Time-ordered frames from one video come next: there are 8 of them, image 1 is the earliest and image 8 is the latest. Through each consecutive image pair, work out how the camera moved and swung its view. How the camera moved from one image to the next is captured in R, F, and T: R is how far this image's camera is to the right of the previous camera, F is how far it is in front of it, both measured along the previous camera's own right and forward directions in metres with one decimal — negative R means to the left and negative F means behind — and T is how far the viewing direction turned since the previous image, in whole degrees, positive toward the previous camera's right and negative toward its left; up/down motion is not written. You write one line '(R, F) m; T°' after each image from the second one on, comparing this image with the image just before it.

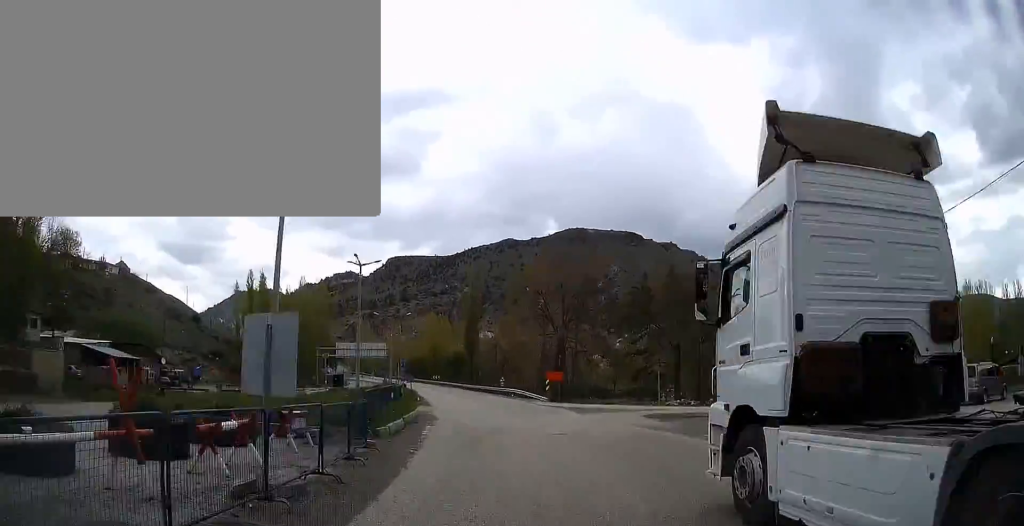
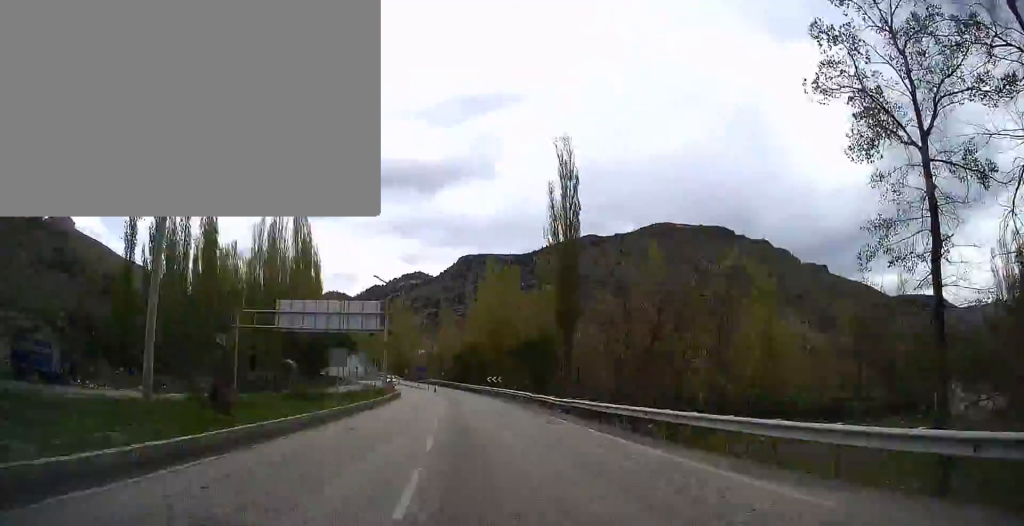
(-0.2, +65.3) m; -9°
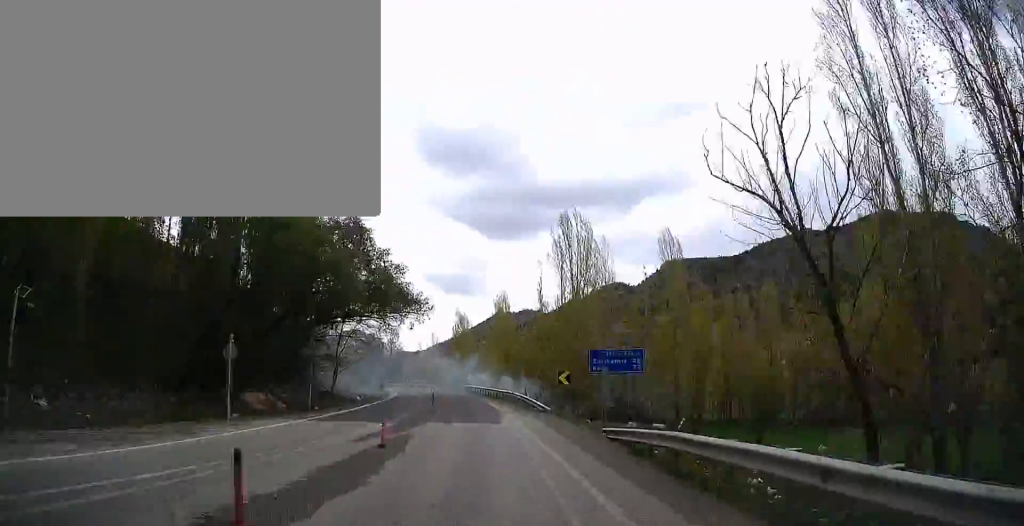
(-11.8, +91.4) m; -16°
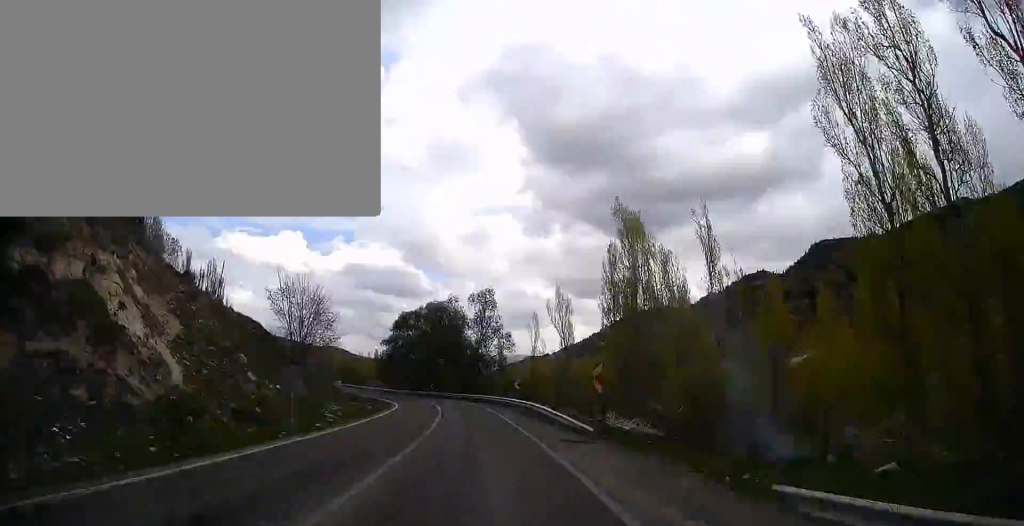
(-12.5, +86.8) m; -15°
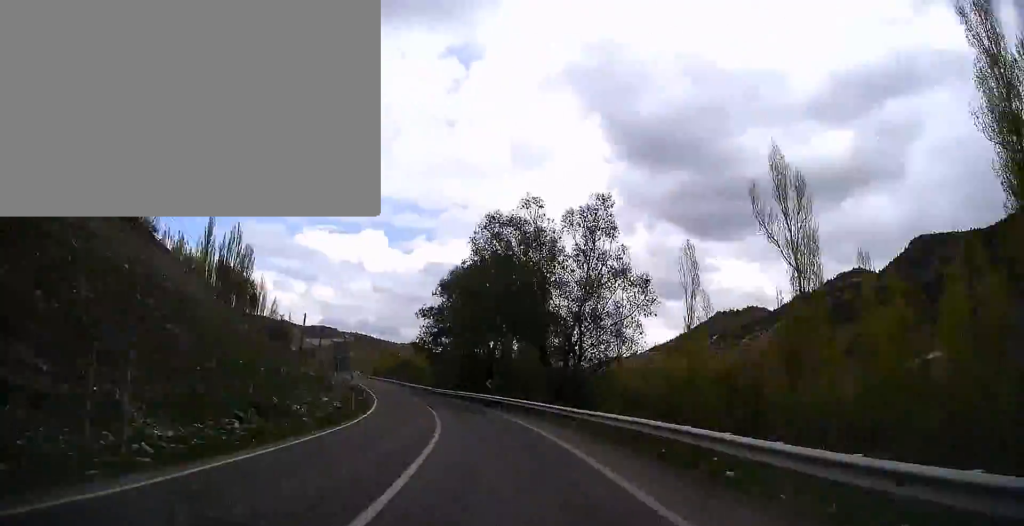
(-5.1, +48.4) m; -6°
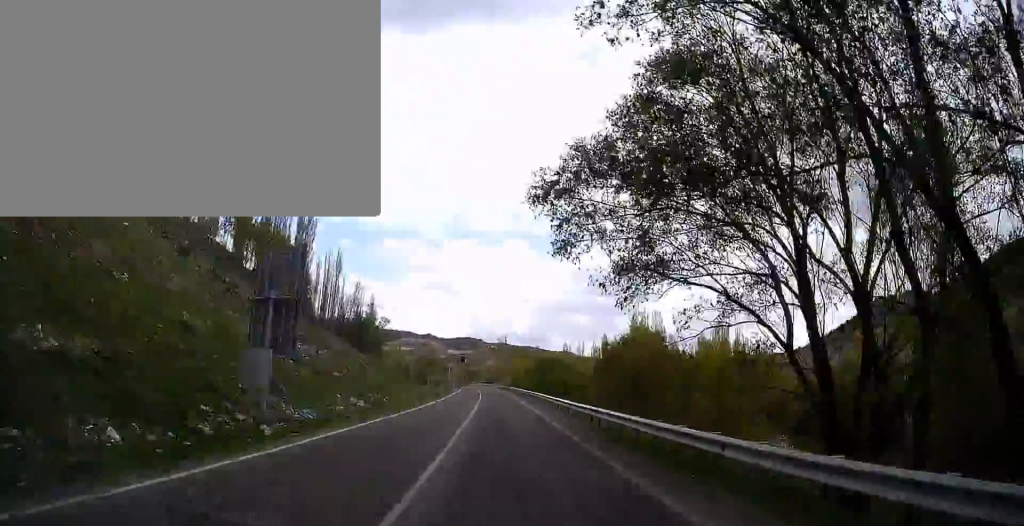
(-5.8, +67.7) m; -7°
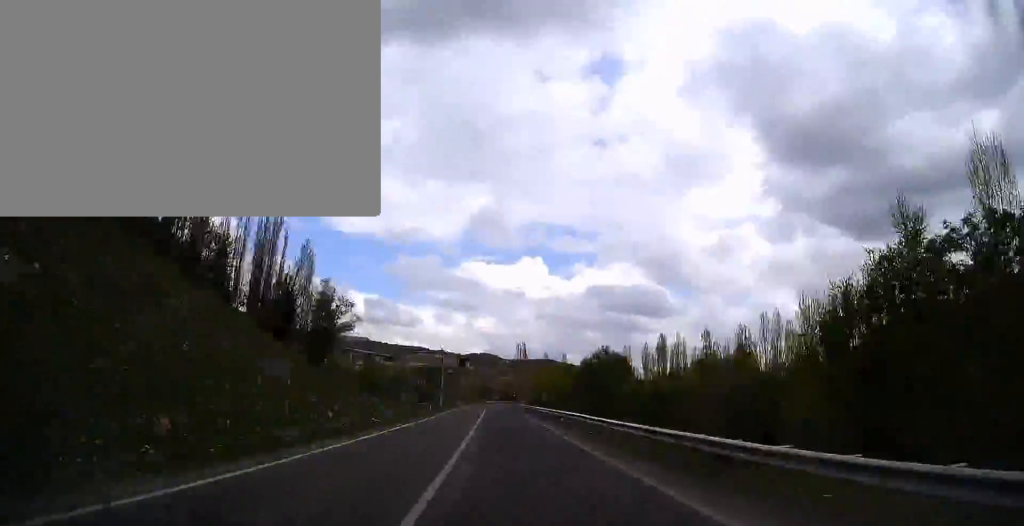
(-2.2, +51.1) m; 0°
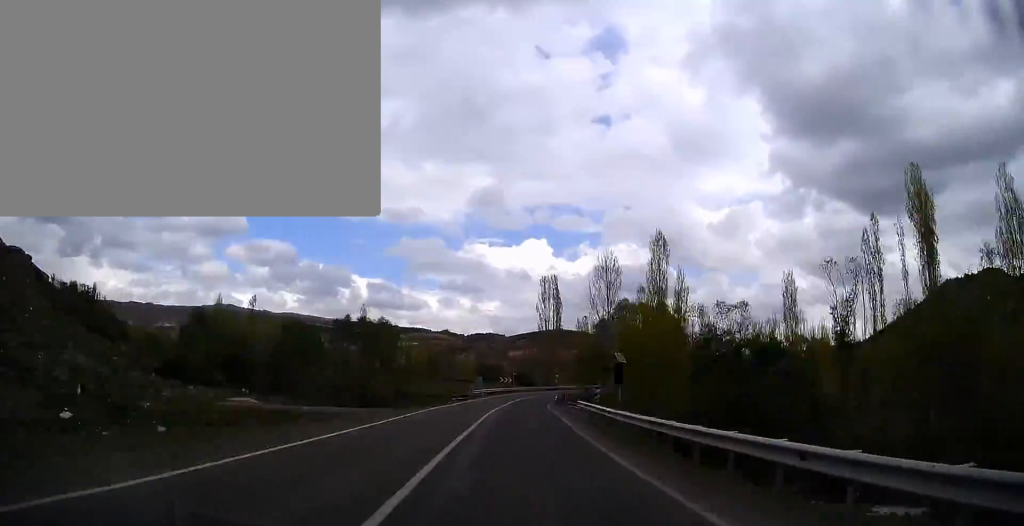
(+0.2, +109.2) m; +7°
